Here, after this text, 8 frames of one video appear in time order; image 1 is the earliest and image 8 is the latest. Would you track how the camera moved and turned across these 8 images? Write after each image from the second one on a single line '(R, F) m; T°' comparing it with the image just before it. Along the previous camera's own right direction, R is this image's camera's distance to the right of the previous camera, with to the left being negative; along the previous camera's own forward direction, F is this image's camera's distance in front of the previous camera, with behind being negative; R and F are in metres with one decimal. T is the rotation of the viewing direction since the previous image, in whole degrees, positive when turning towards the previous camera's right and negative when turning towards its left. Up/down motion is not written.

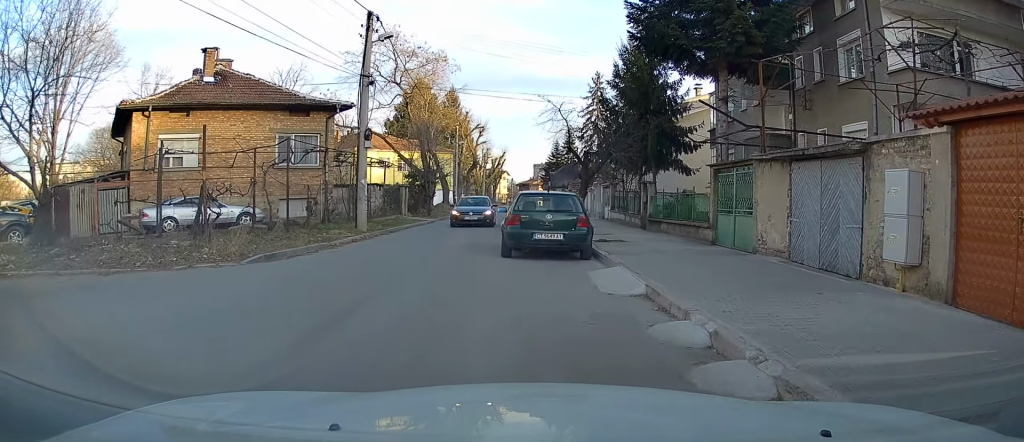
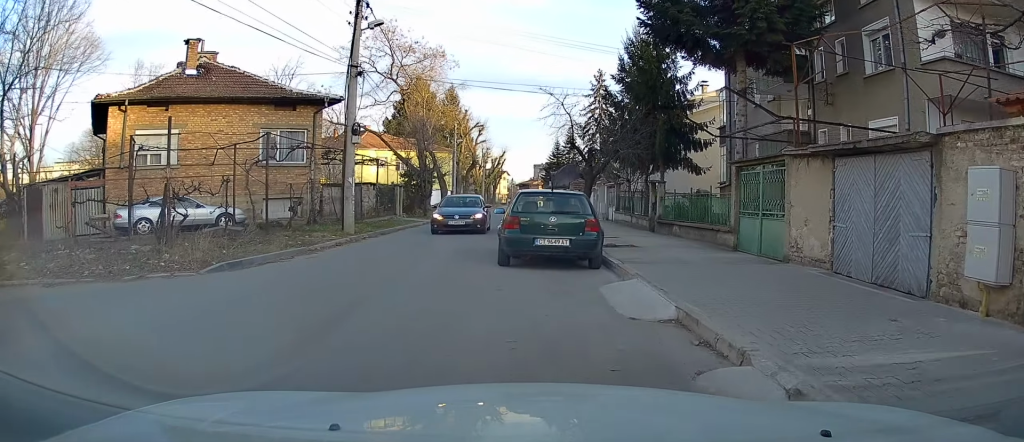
(0.0, +1.5) m; 0°
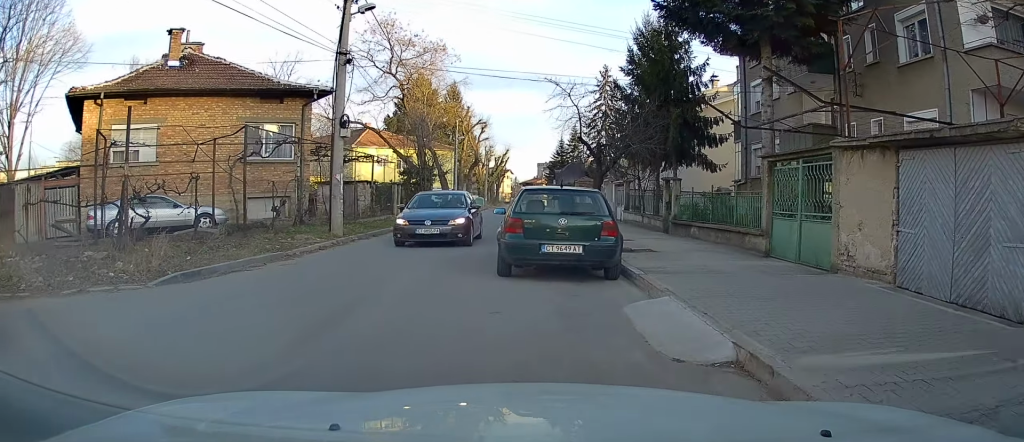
(0.0, +1.4) m; -2°
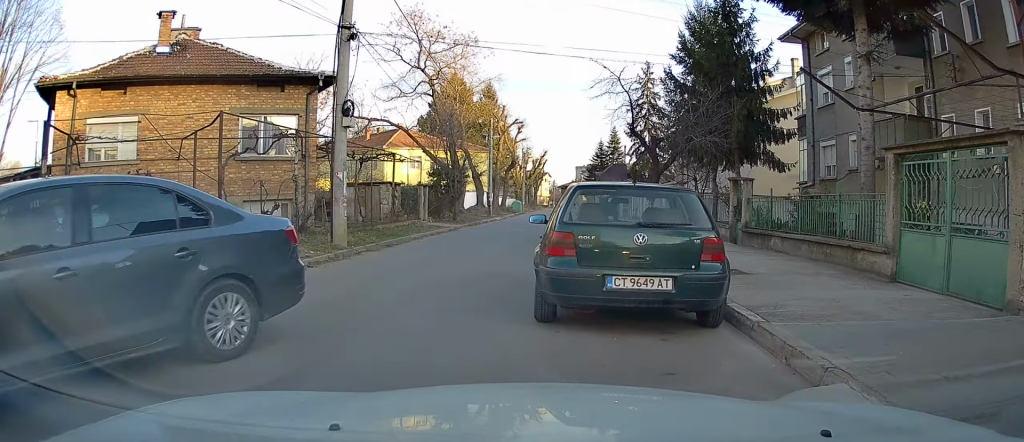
(-0.2, +3.0) m; -10°
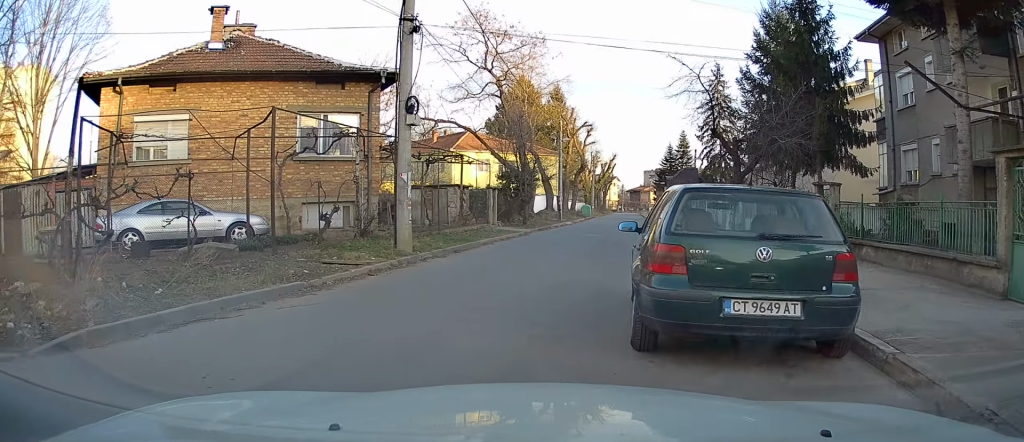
(0.0, +0.8) m; -7°
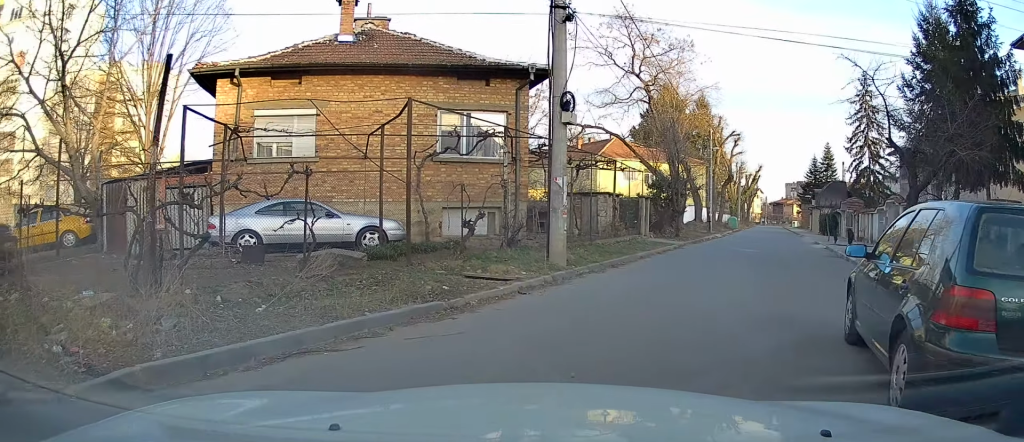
(-0.2, +1.4) m; -5°
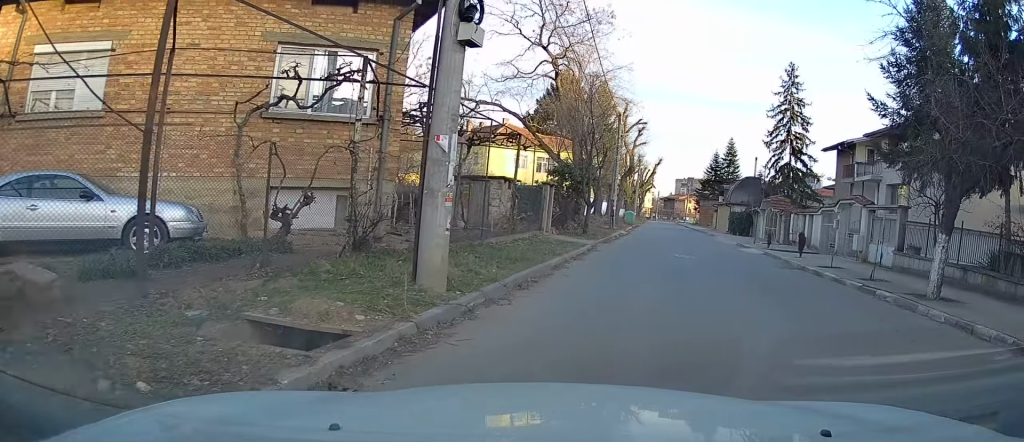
(+0.4, +5.5) m; +13°
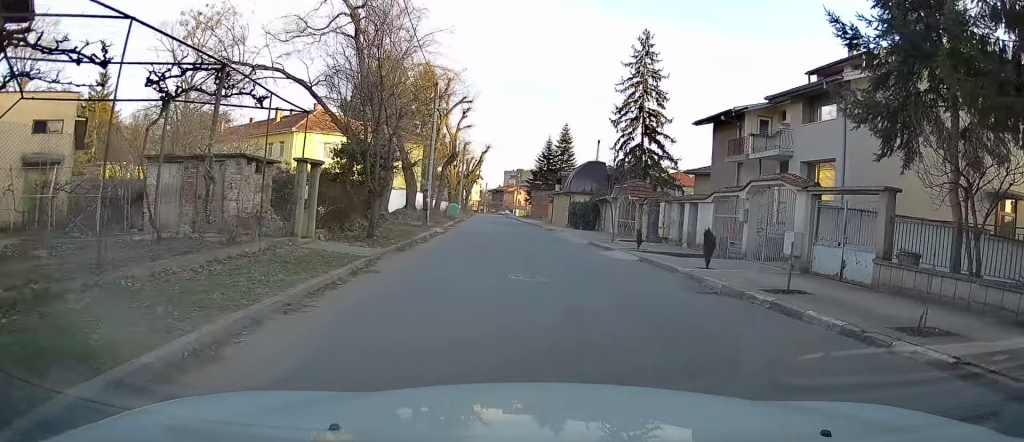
(+1.0, +7.5) m; +14°
